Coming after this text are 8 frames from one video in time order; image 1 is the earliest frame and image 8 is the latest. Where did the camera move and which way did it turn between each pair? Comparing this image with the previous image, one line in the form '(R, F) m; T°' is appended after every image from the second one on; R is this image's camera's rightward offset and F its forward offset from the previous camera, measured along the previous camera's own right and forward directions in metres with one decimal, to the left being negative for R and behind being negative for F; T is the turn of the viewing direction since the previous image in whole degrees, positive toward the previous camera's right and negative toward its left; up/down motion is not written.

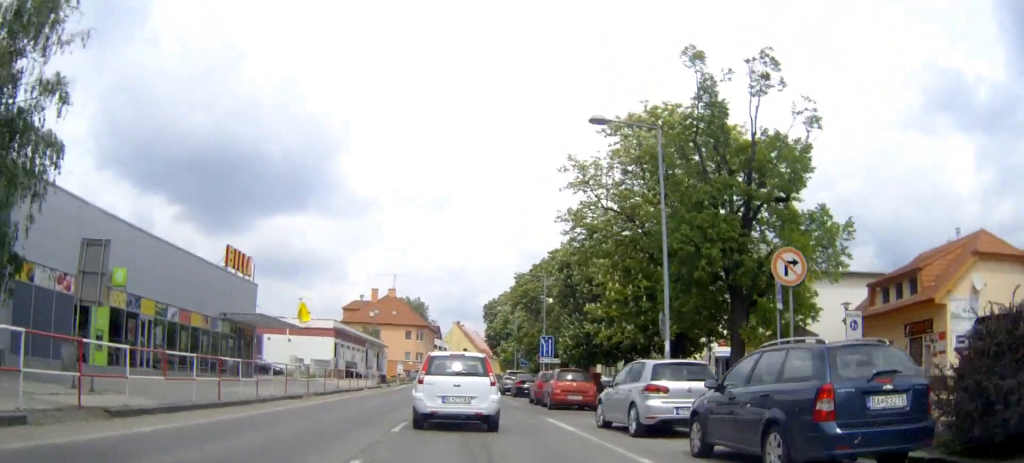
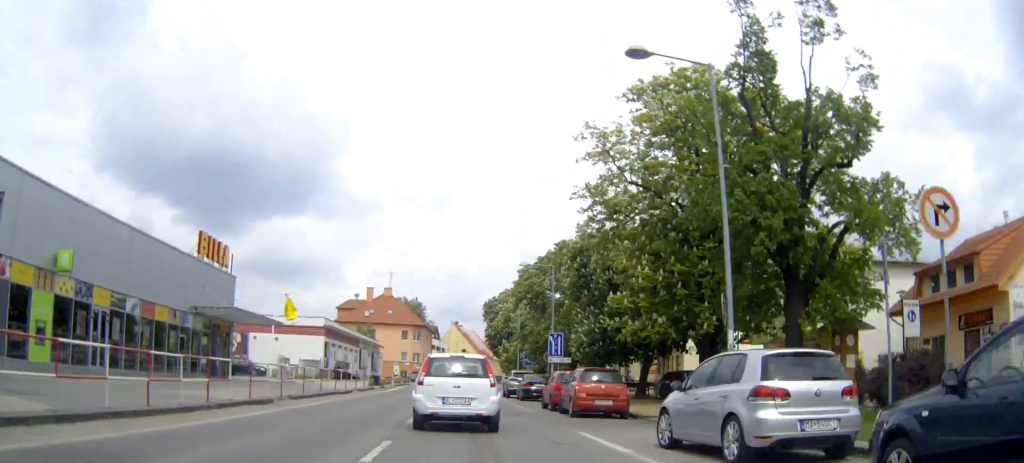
(0.0, +5.0) m; +1°
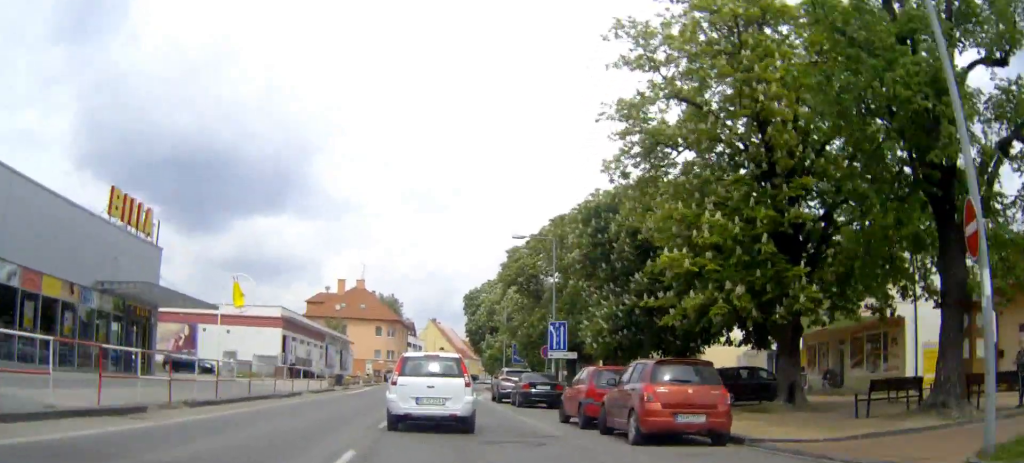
(+0.1, +9.2) m; +1°
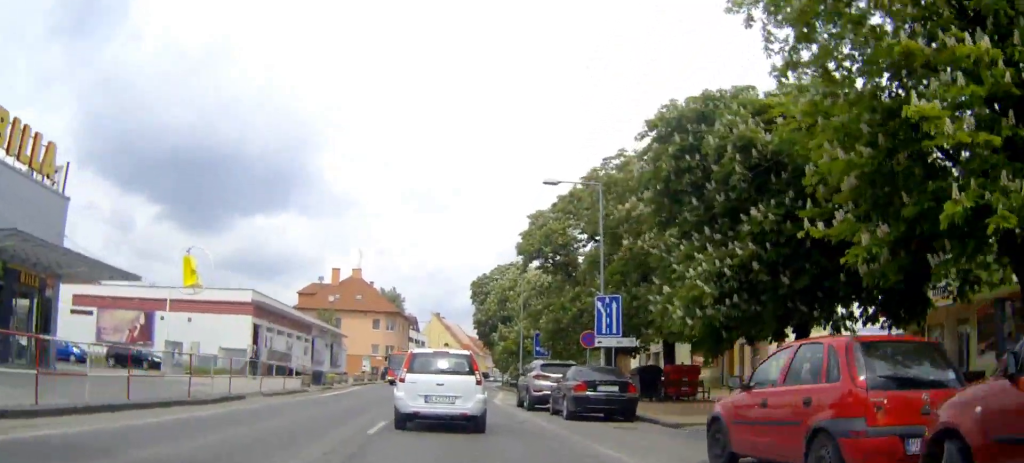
(0.0, +10.3) m; 0°
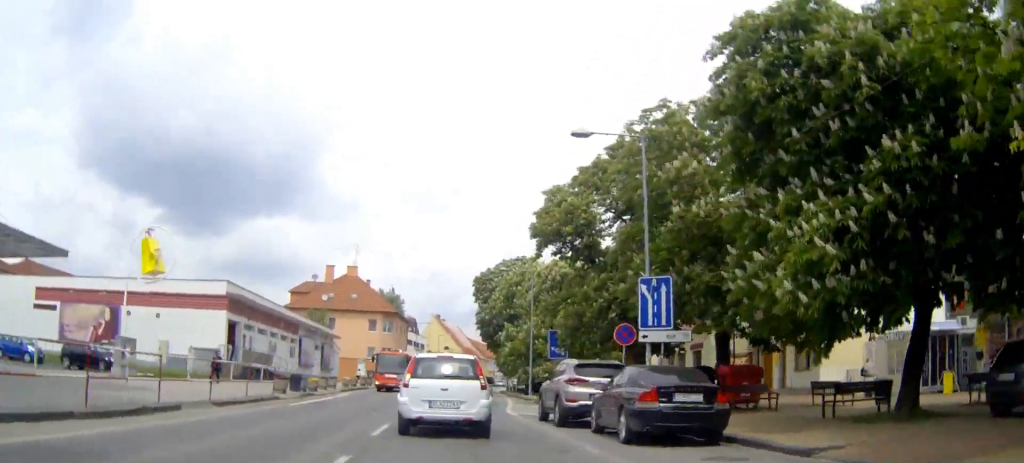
(0.0, +5.8) m; 0°
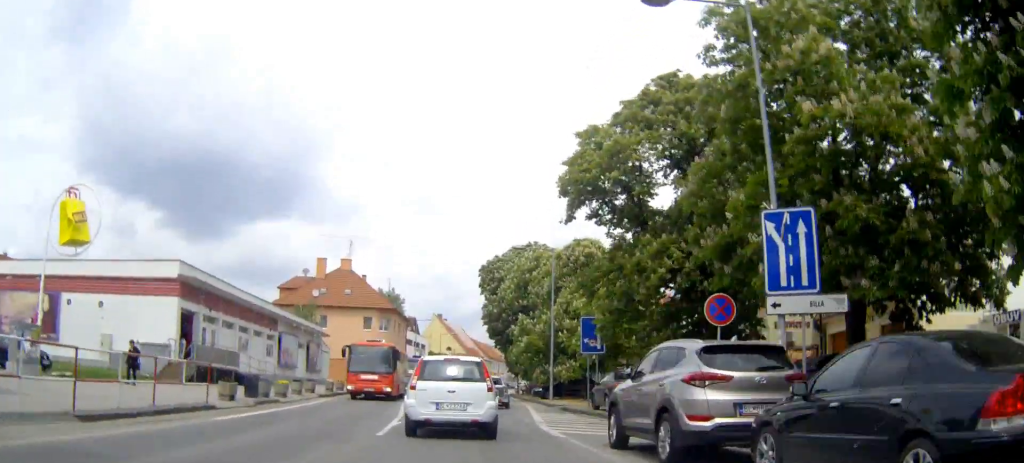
(0.0, +8.2) m; -2°
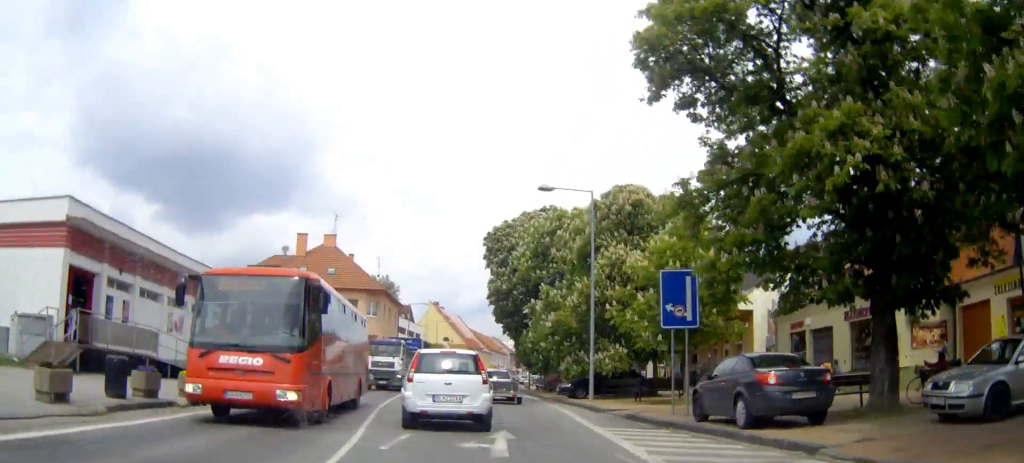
(-0.4, +11.1) m; -1°
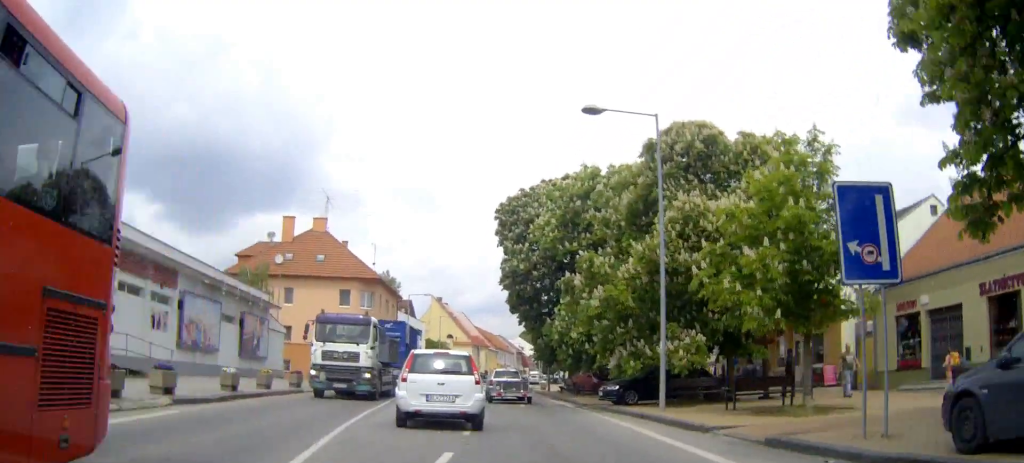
(+0.3, +8.7) m; +2°
